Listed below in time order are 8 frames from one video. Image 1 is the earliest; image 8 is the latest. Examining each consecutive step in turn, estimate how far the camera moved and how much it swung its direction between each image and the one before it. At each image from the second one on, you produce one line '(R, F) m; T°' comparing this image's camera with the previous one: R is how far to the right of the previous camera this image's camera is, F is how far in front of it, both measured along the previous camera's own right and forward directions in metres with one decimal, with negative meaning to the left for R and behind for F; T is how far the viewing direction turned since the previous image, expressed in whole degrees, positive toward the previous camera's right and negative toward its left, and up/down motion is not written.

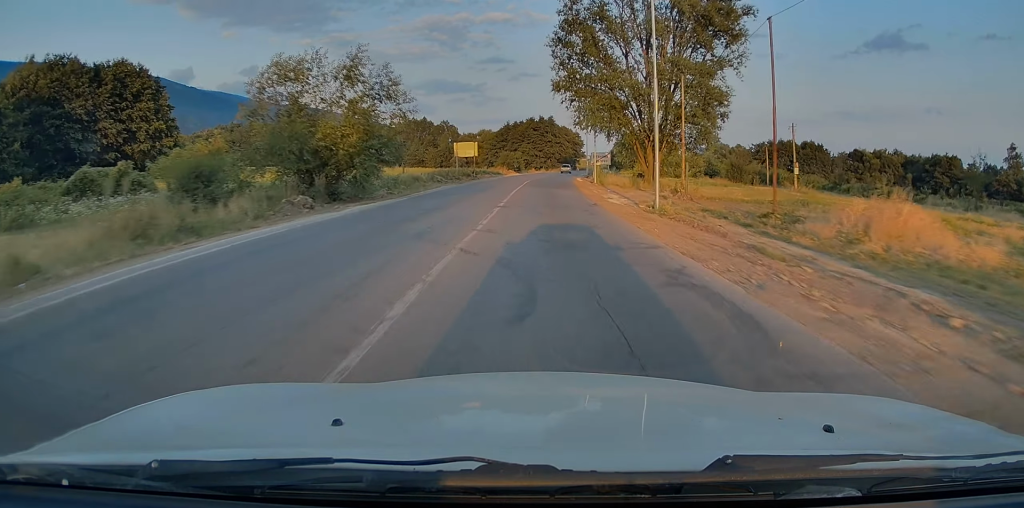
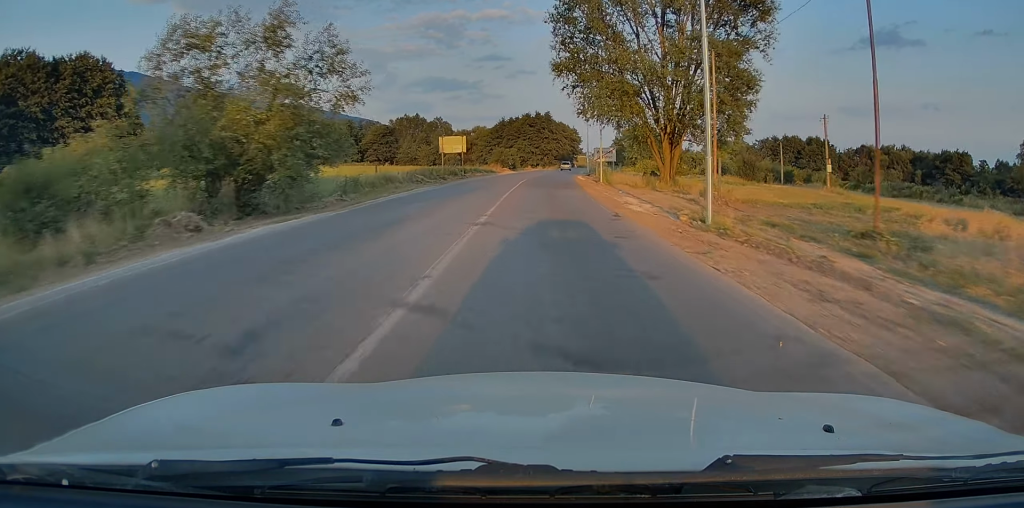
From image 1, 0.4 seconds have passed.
(0.0, +6.9) m; 0°
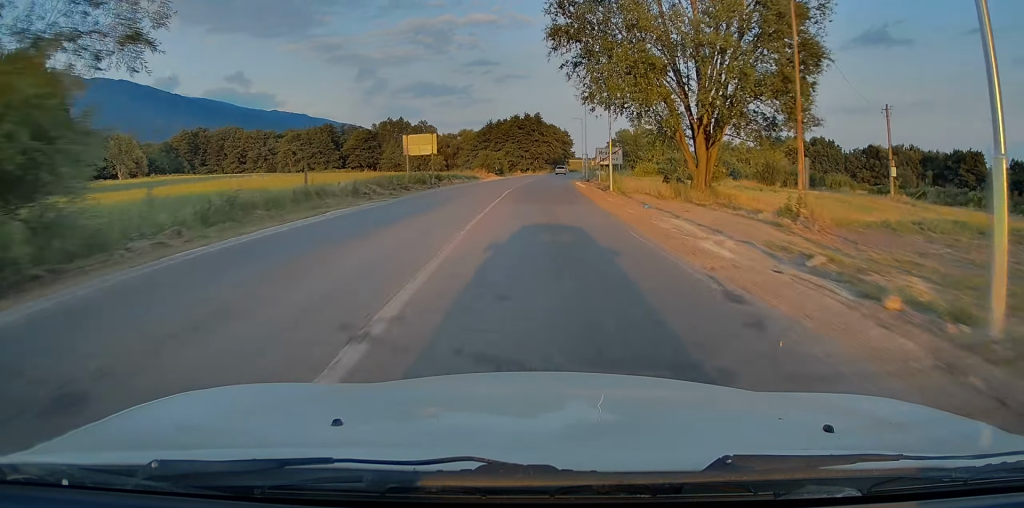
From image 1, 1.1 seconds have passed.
(-0.1, +10.3) m; 0°
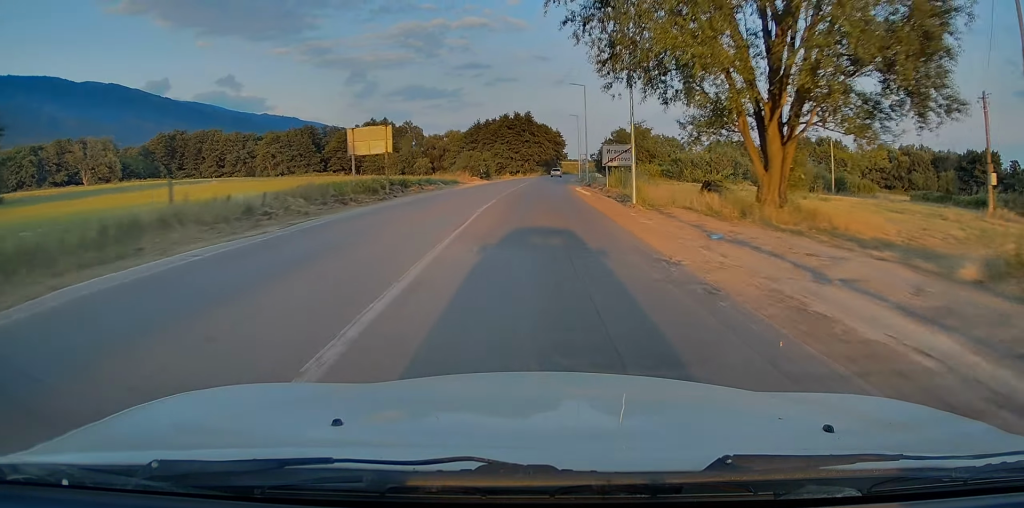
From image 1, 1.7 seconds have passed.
(+0.1, +10.2) m; +1°
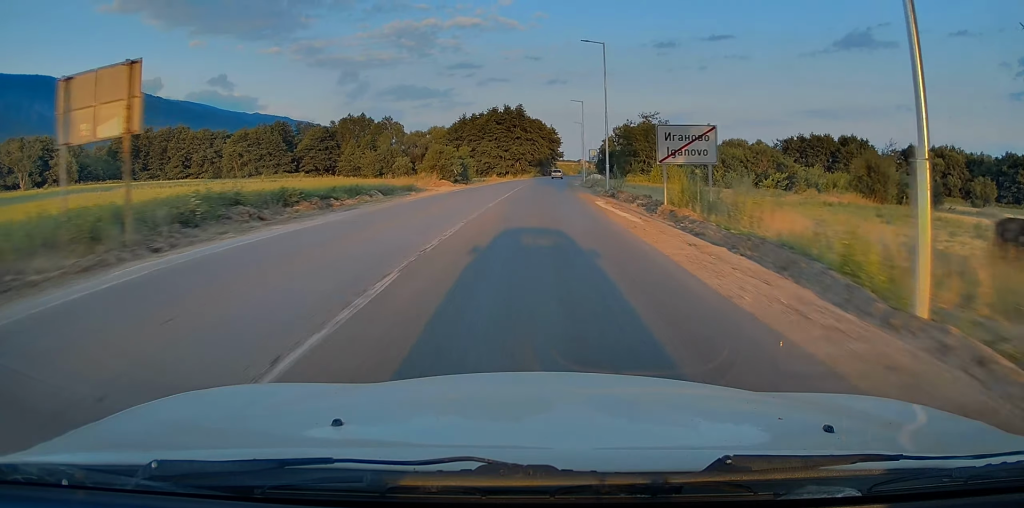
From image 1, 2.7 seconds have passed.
(+0.4, +18.7) m; +2°
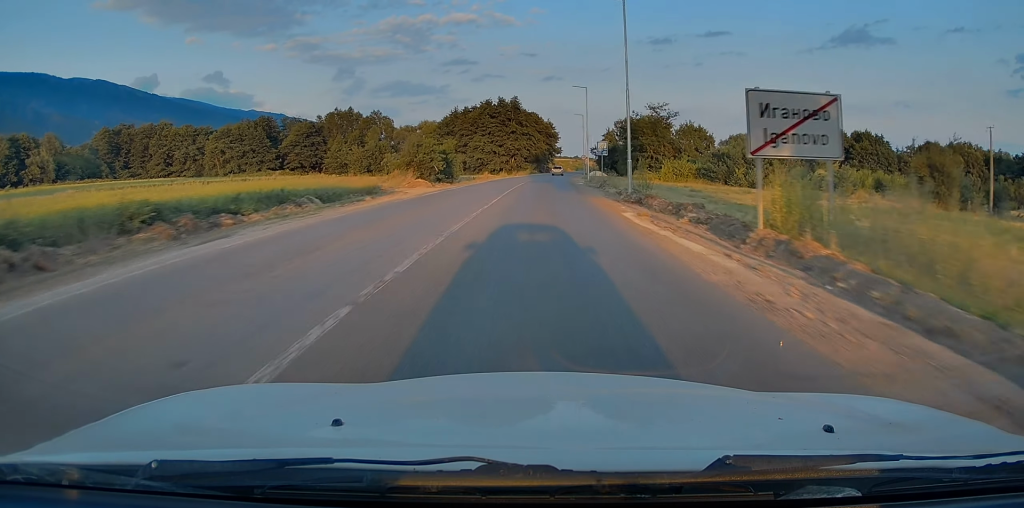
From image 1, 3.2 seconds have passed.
(+0.1, +9.0) m; 0°
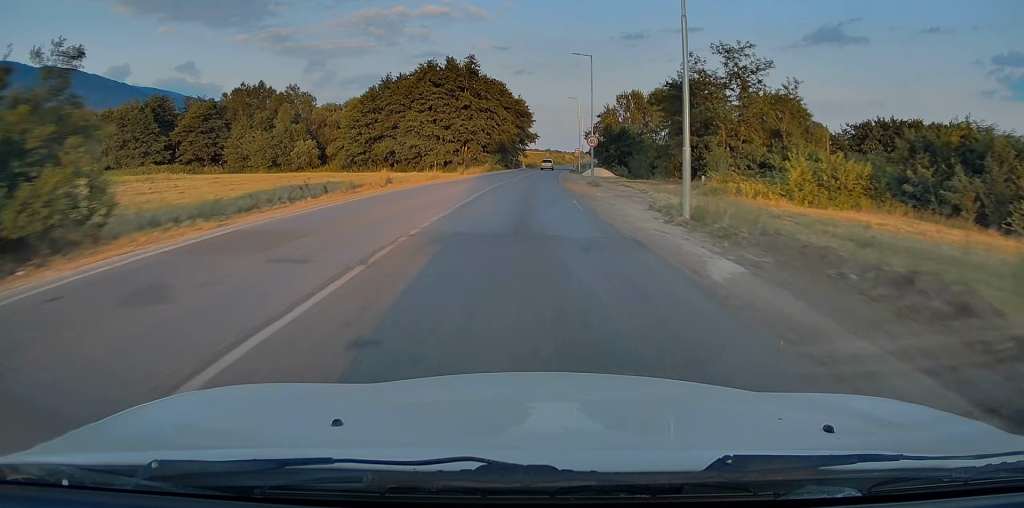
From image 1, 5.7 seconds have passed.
(+0.5, +44.1) m; +3°
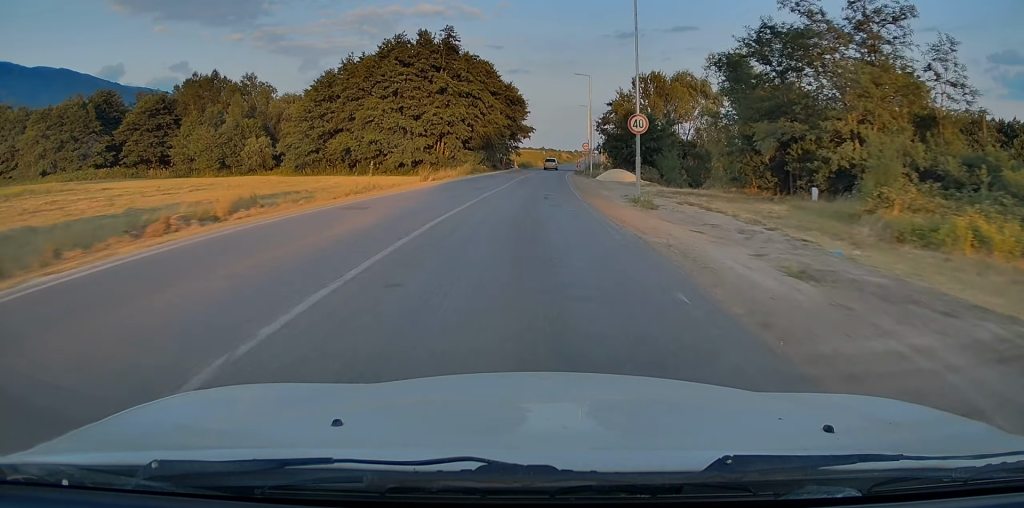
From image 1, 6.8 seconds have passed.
(+0.4, +19.6) m; +1°
